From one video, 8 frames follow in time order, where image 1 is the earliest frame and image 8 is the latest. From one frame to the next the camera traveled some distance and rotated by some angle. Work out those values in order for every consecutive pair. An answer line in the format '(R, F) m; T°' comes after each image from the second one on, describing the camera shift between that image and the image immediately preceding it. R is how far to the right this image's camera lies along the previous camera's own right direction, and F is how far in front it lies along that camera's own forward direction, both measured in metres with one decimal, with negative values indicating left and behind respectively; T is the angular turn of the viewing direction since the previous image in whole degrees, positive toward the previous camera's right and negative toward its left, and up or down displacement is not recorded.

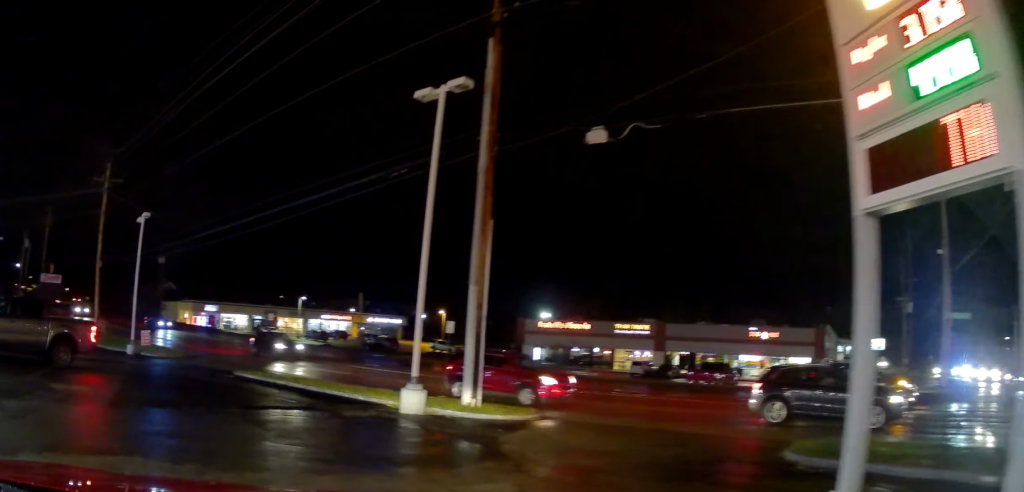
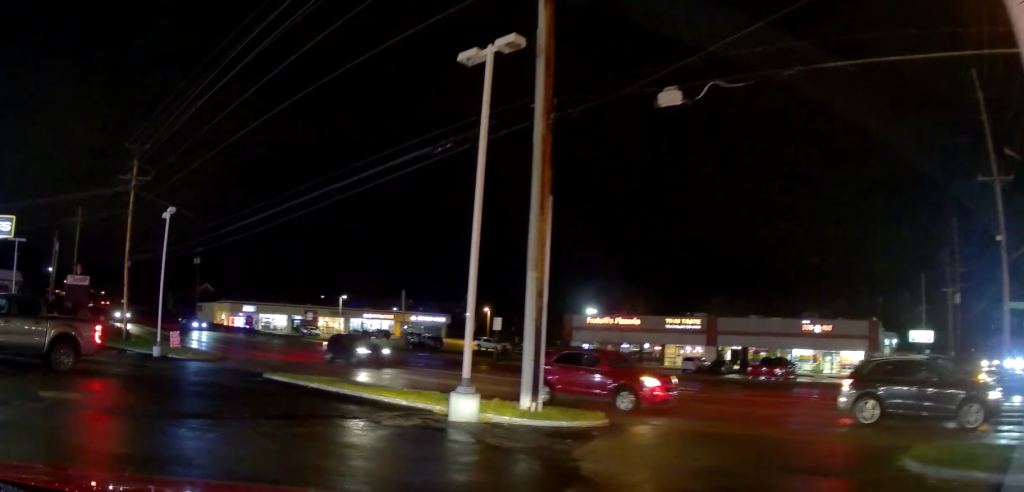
(+0.1, +2.3) m; -2°
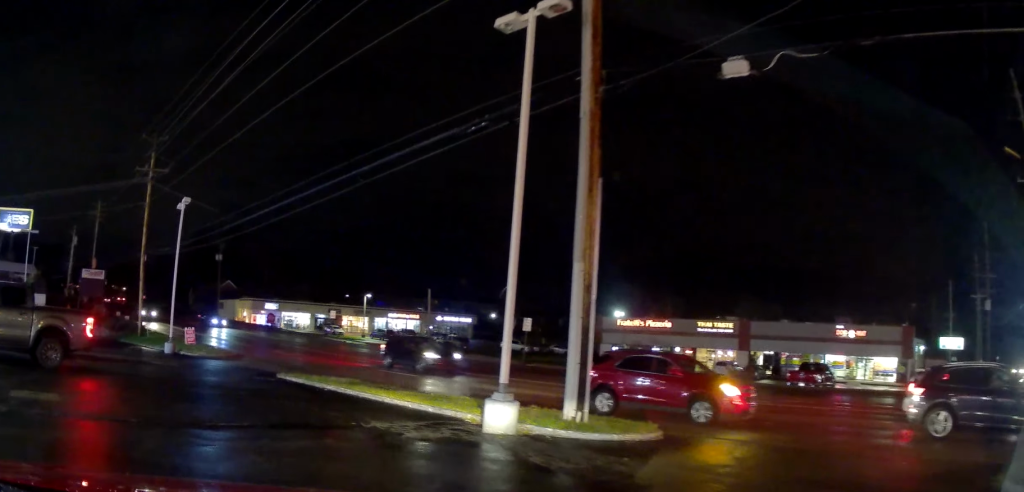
(-0.1, +1.9) m; -6°
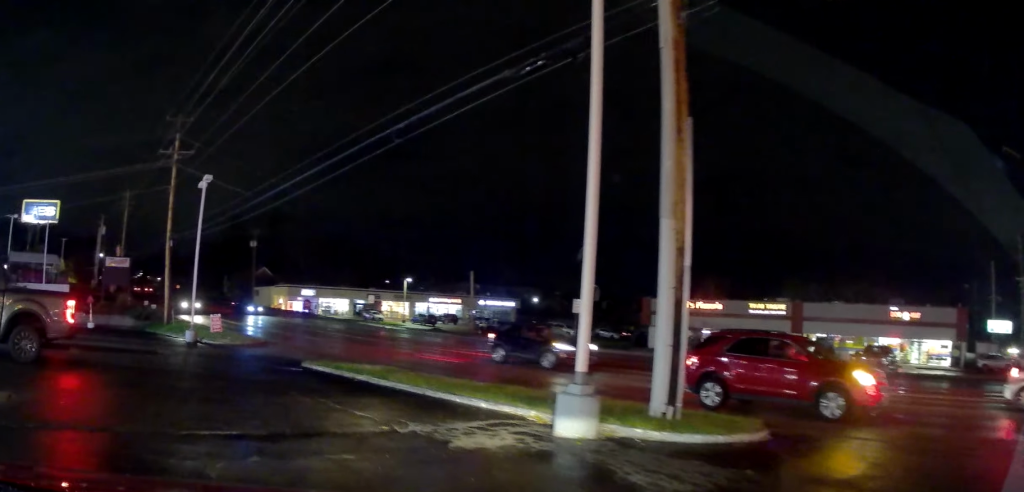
(-0.2, +3.0) m; -7°
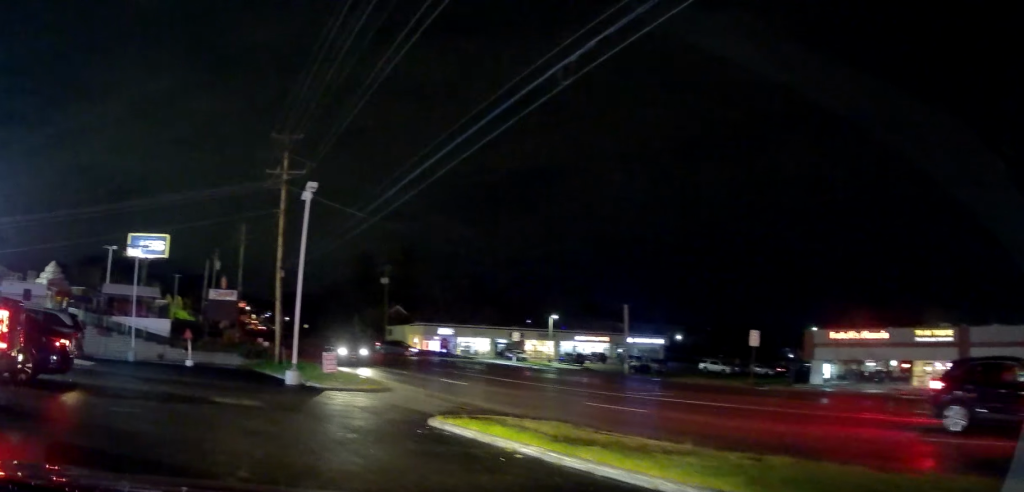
(-0.9, +7.5) m; -11°
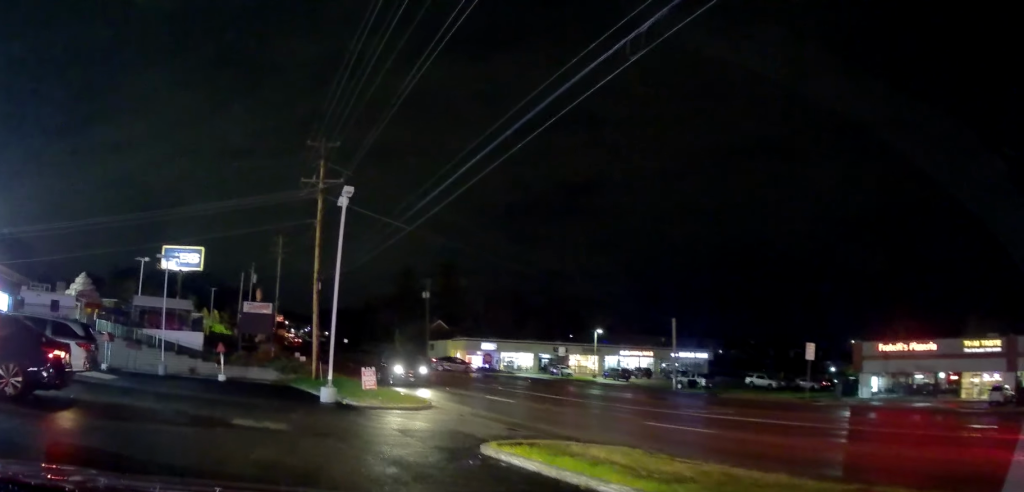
(0.0, +2.0) m; -1°
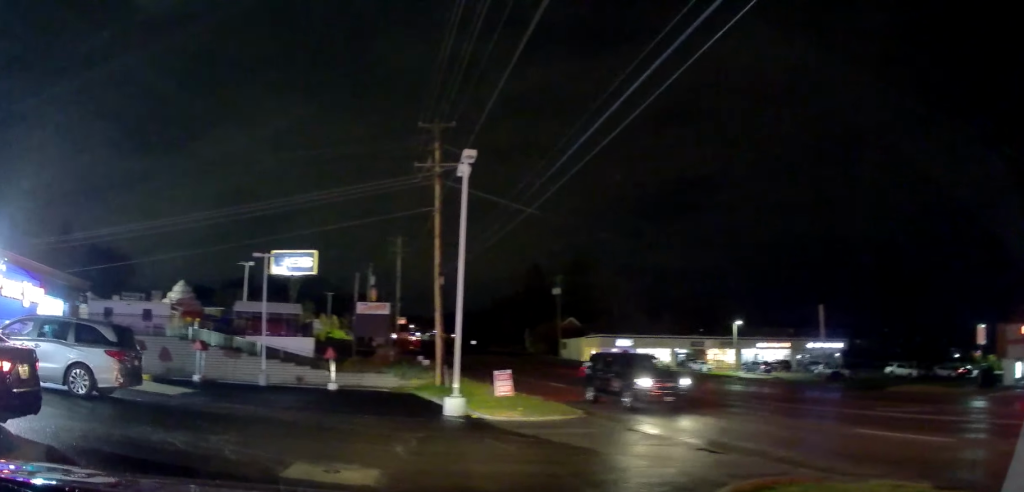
(-0.9, +5.2) m; -20°
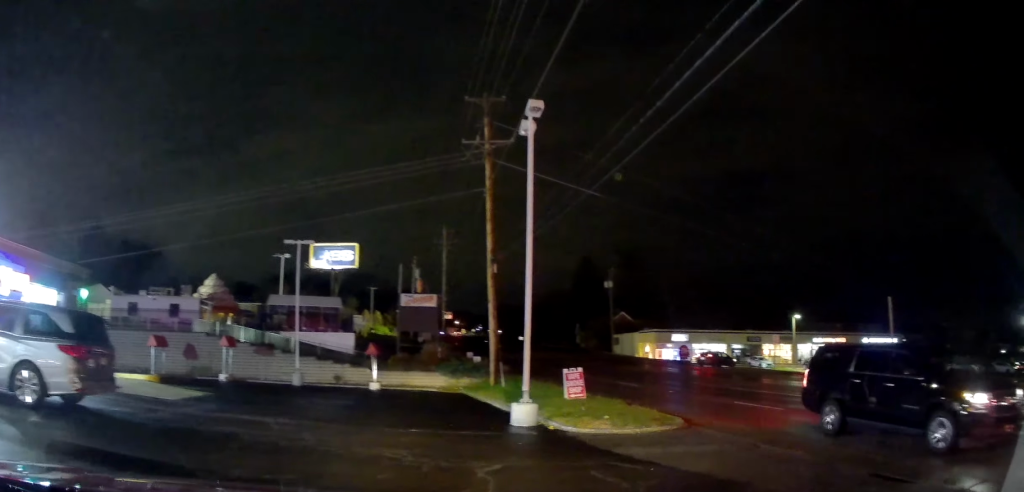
(0.0, +4.2) m; -3°
